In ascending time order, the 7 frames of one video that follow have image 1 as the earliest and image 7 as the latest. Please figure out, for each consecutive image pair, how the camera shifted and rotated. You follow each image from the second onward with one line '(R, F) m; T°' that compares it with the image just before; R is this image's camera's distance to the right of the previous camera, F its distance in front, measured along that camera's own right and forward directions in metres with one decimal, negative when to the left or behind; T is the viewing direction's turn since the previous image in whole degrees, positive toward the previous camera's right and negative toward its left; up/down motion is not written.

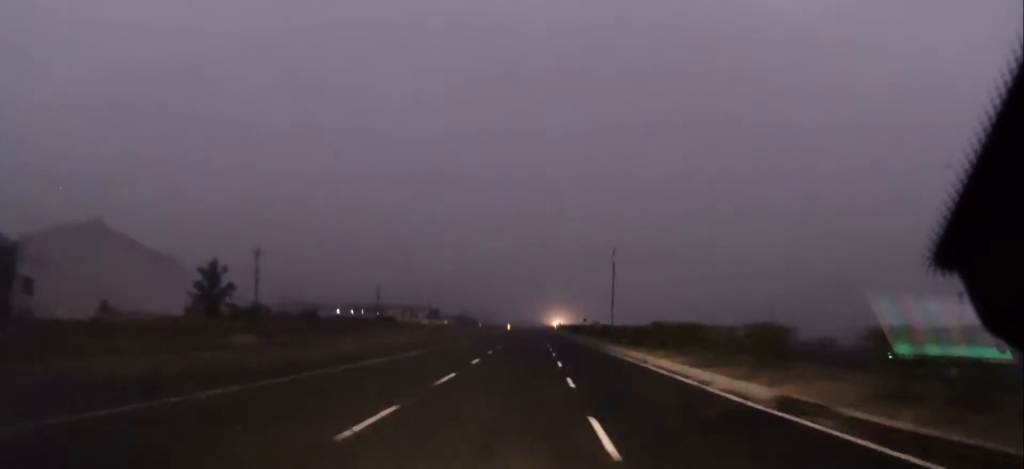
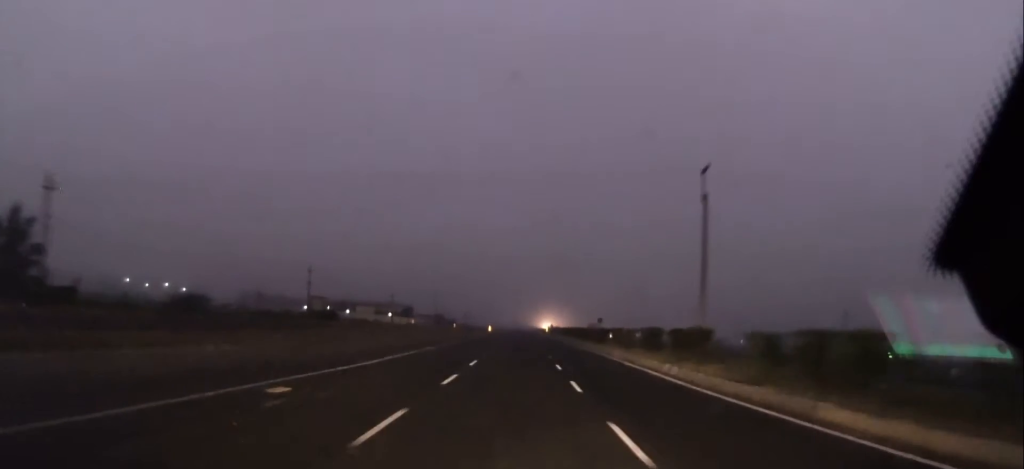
(-0.5, +36.5) m; 0°
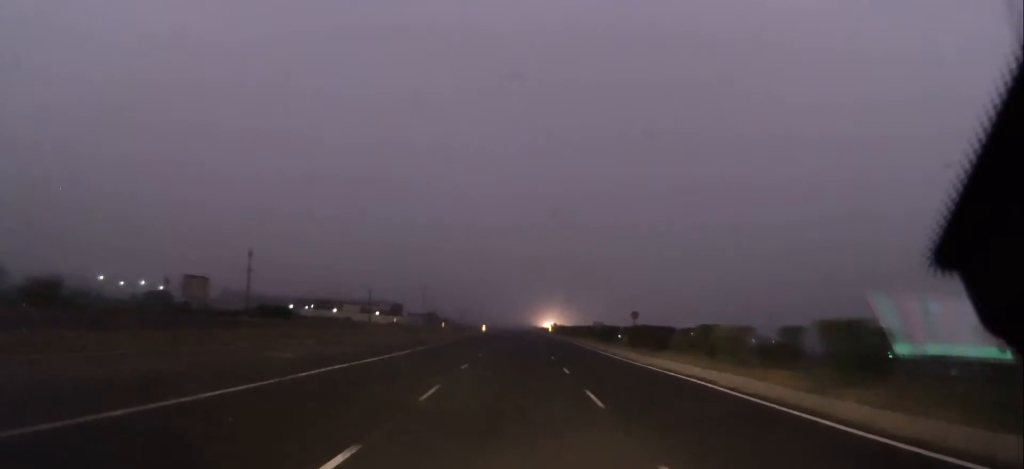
(+0.4, +22.1) m; +1°
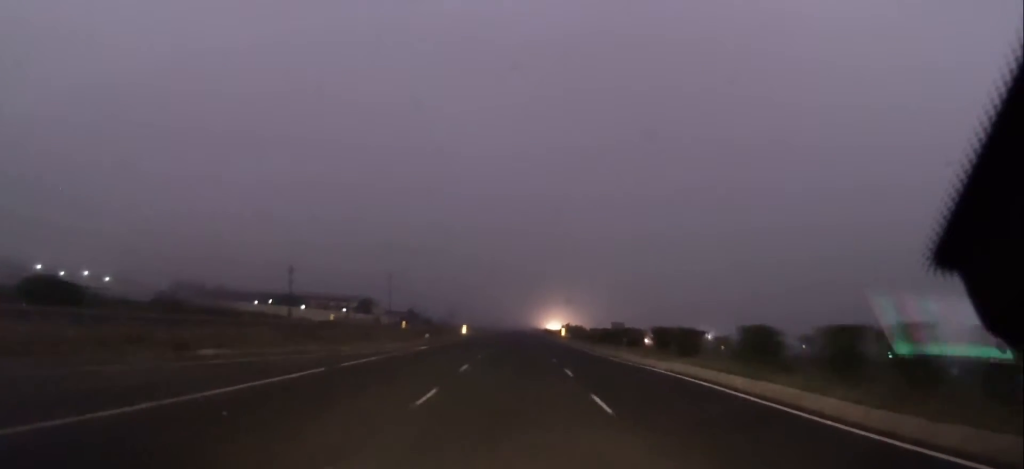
(+0.3, +45.9) m; 0°
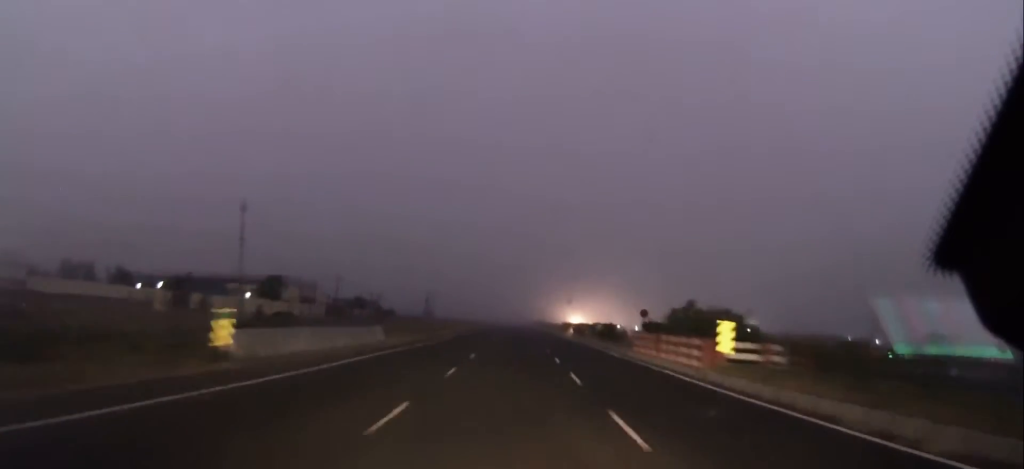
(-0.4, +75.9) m; 0°
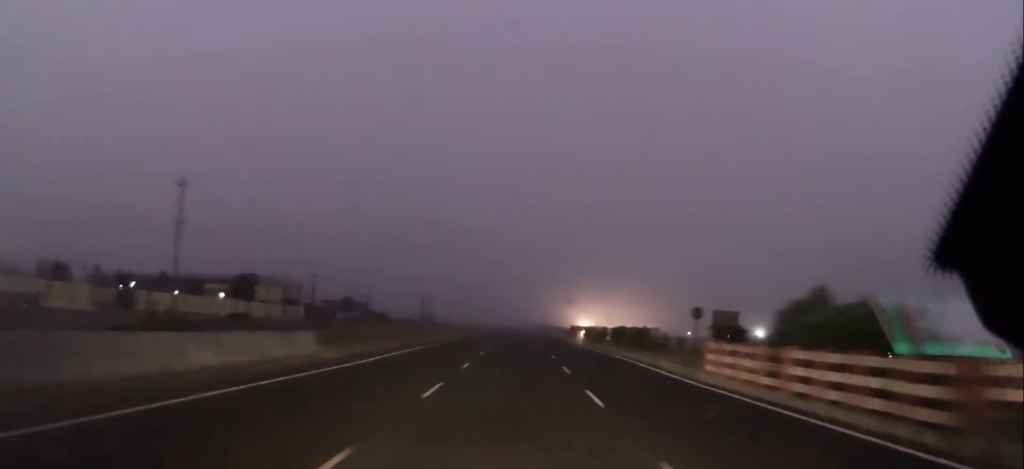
(+0.1, +13.3) m; 0°
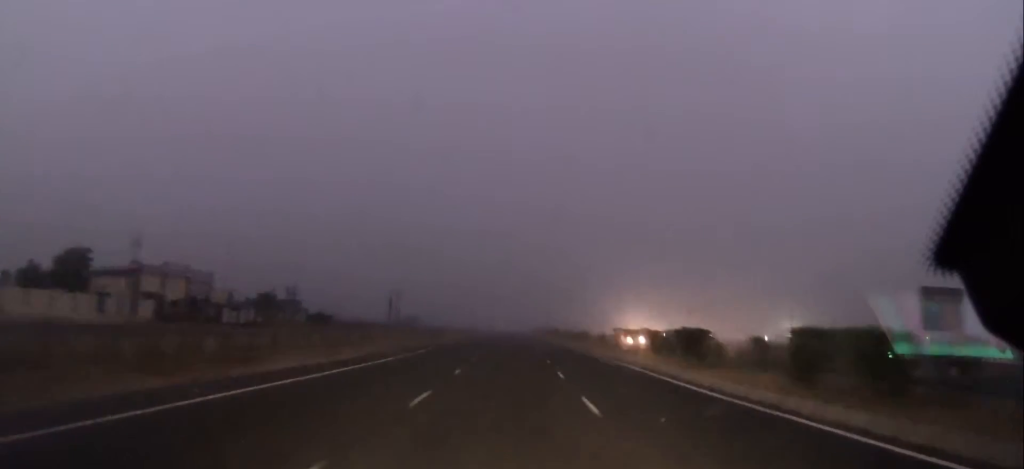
(-0.2, +45.8) m; -1°
